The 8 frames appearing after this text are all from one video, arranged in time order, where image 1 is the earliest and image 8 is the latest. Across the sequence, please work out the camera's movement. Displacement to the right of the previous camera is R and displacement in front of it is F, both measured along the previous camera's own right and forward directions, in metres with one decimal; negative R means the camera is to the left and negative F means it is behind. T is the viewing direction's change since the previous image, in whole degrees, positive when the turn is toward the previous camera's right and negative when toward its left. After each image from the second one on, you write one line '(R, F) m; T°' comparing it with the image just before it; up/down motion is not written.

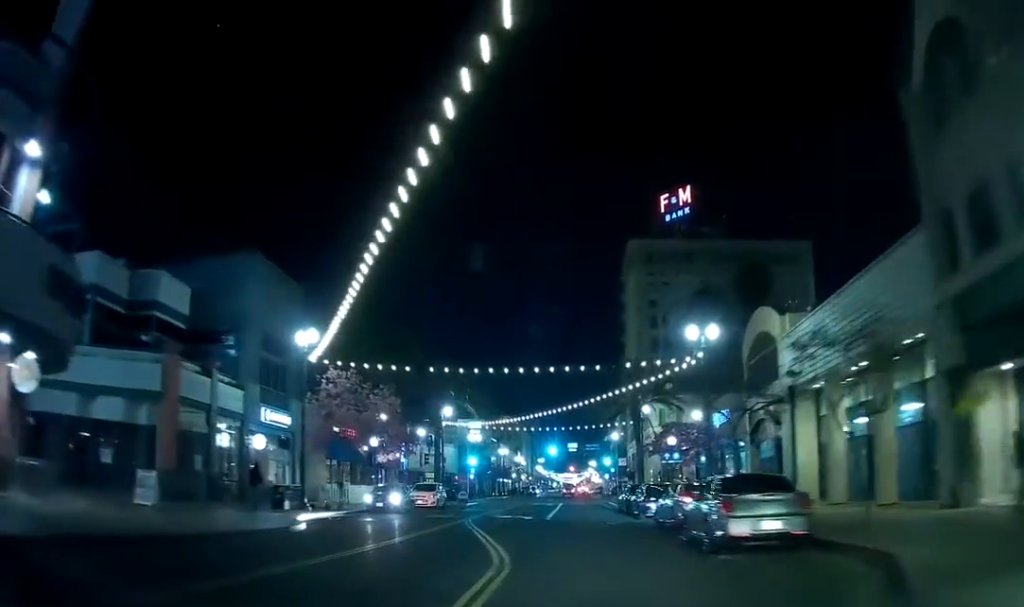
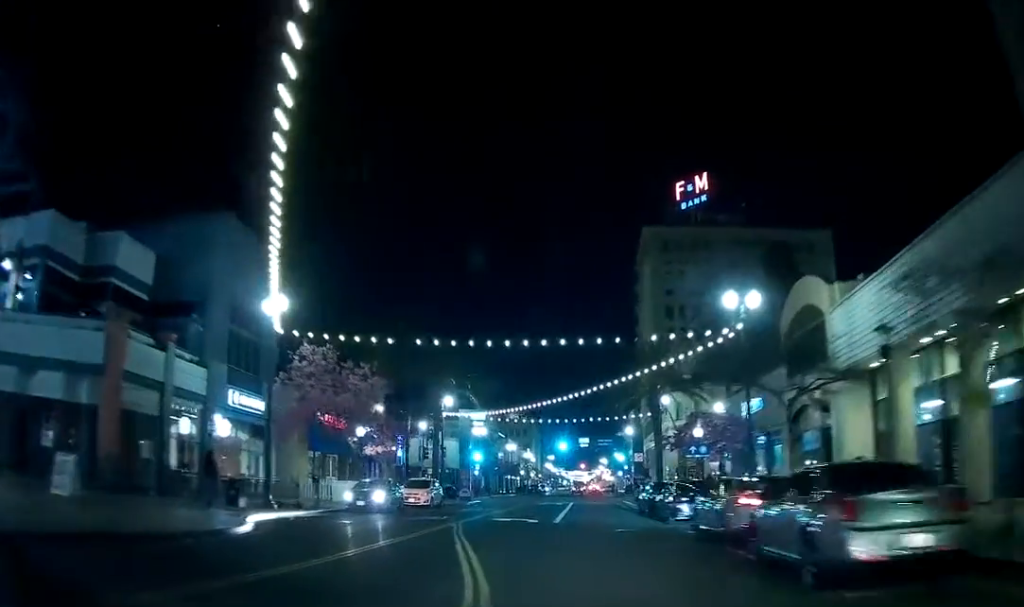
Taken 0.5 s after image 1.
(0.0, +5.5) m; -1°
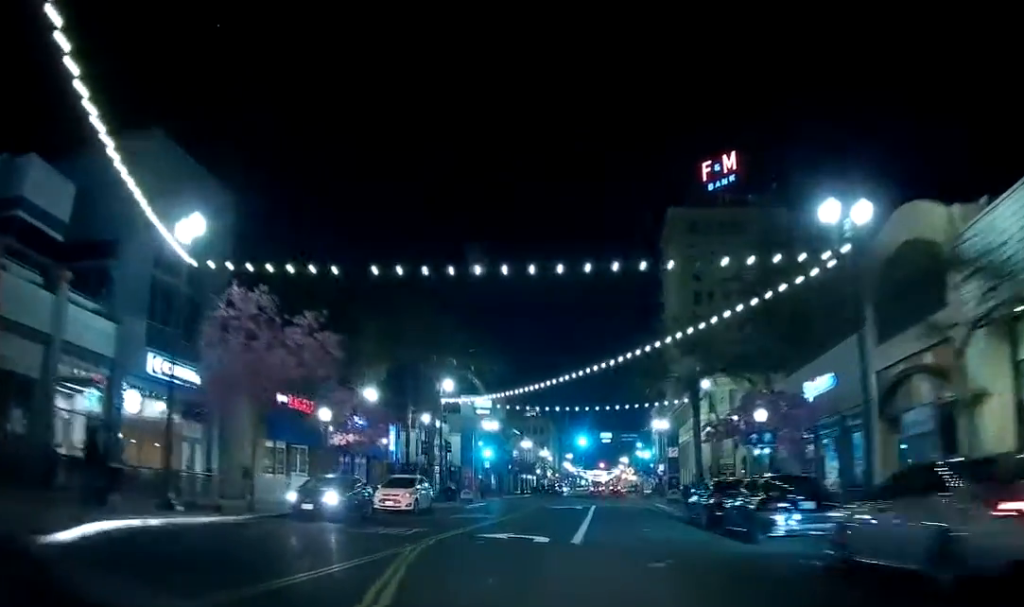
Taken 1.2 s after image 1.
(+0.1, +8.5) m; -2°
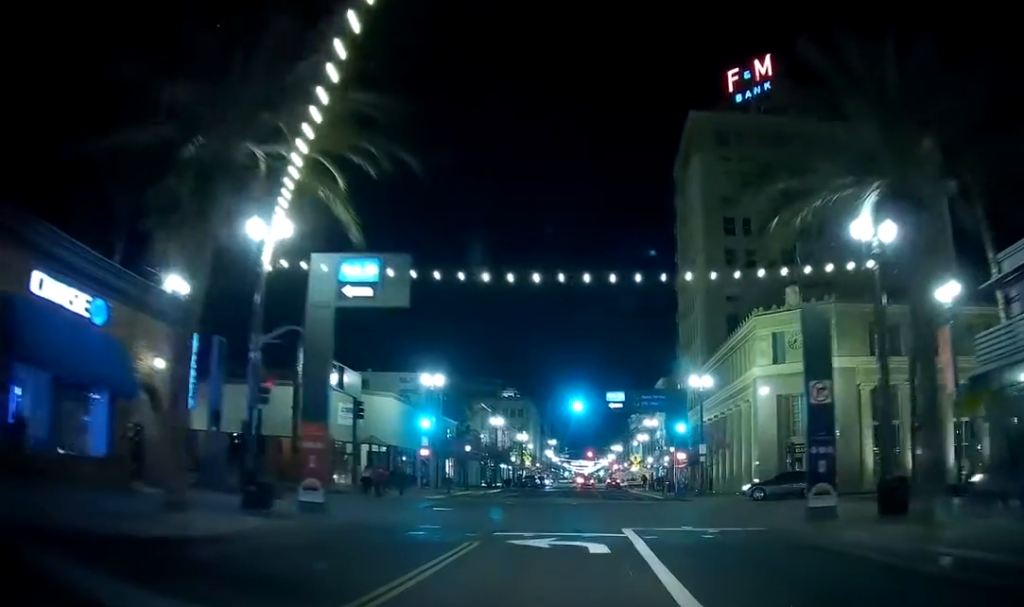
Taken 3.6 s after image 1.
(+0.3, +30.1) m; +3°
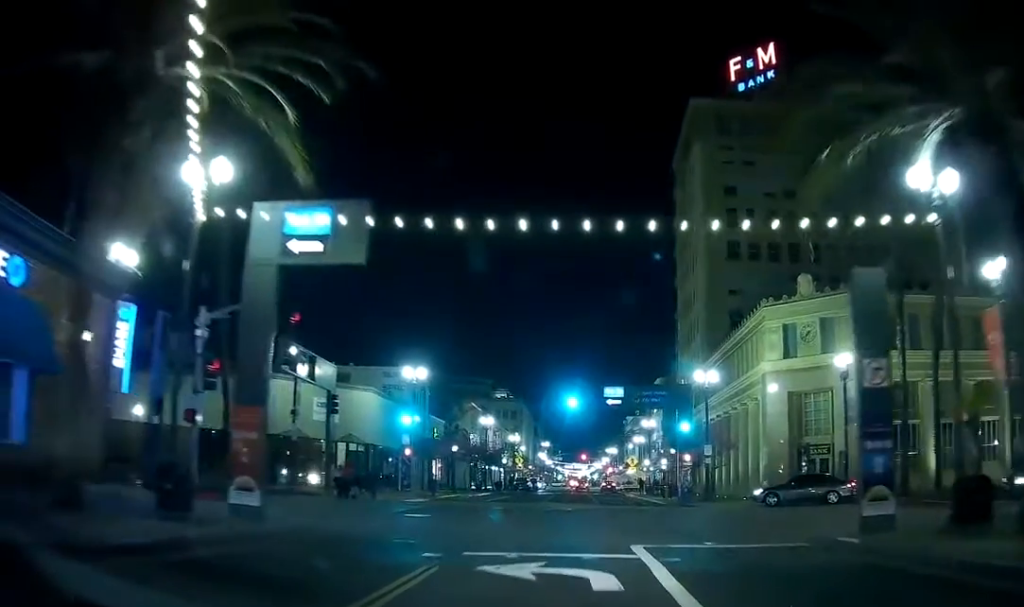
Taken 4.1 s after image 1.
(0.0, +4.7) m; 0°
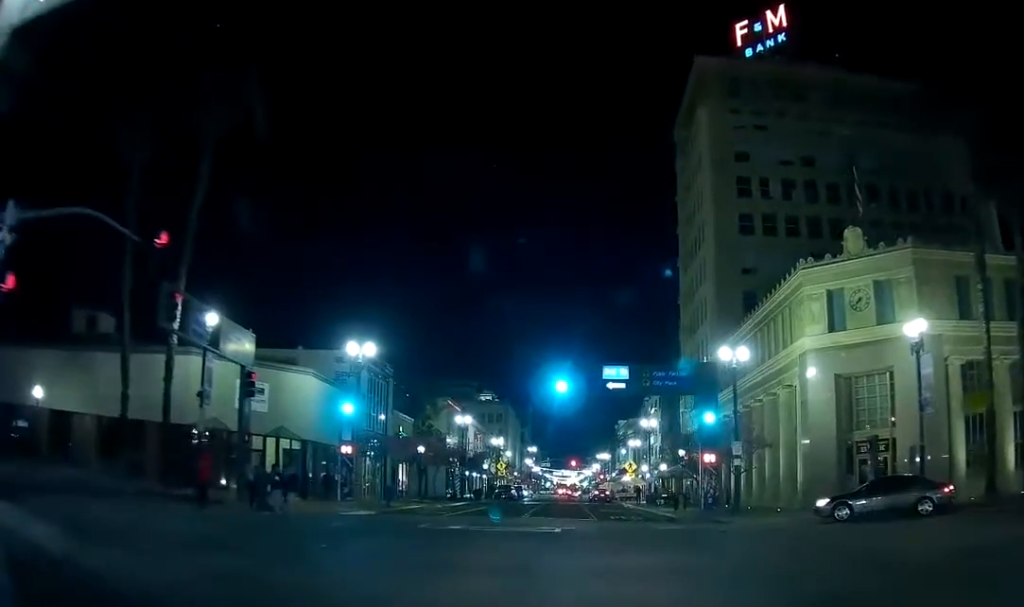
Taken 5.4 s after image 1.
(0.0, +11.4) m; 0°
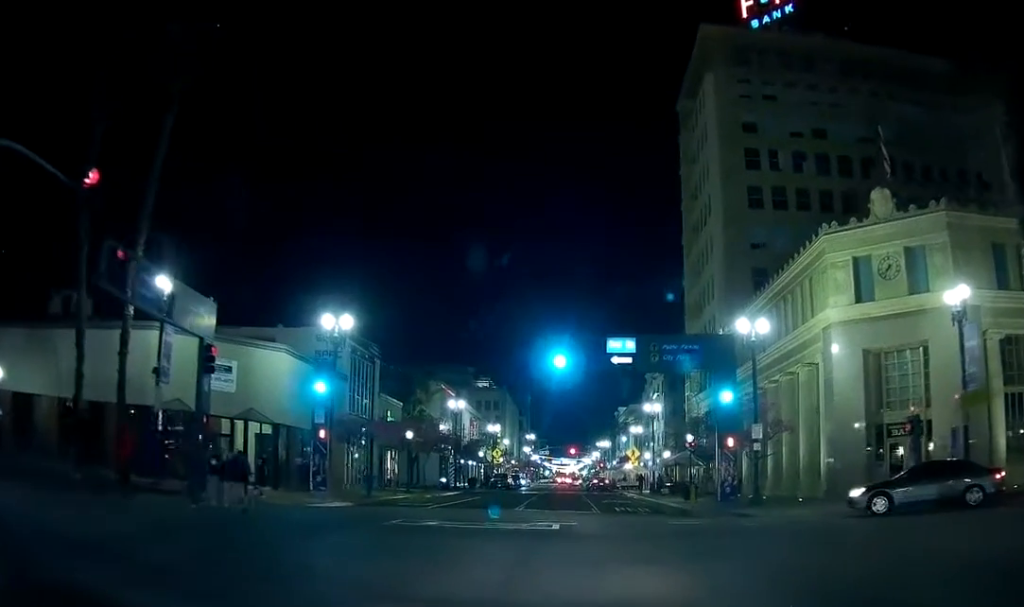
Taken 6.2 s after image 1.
(0.0, +4.7) m; 0°
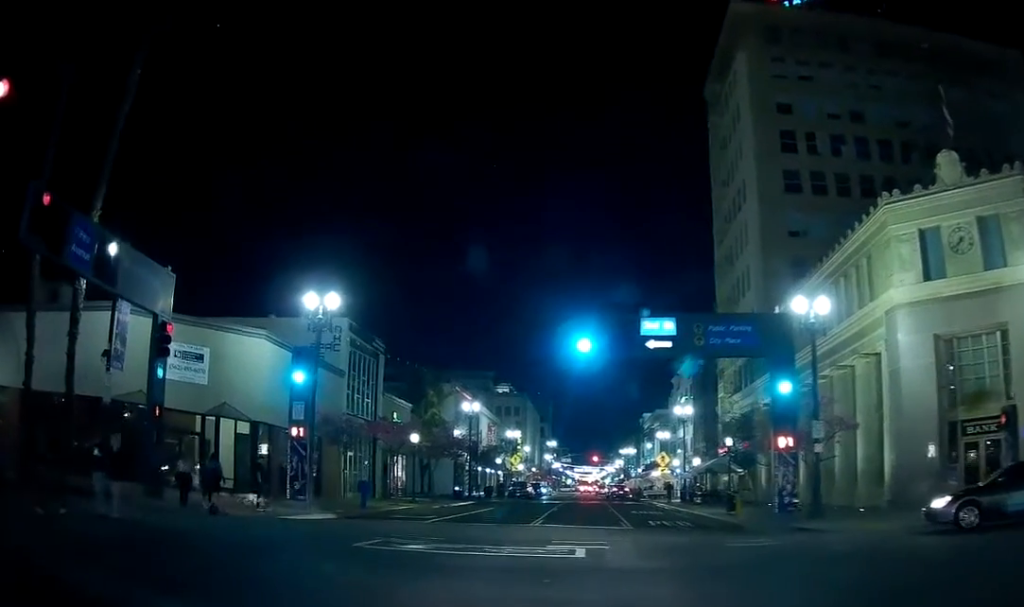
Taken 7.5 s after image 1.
(0.0, +4.8) m; 0°
